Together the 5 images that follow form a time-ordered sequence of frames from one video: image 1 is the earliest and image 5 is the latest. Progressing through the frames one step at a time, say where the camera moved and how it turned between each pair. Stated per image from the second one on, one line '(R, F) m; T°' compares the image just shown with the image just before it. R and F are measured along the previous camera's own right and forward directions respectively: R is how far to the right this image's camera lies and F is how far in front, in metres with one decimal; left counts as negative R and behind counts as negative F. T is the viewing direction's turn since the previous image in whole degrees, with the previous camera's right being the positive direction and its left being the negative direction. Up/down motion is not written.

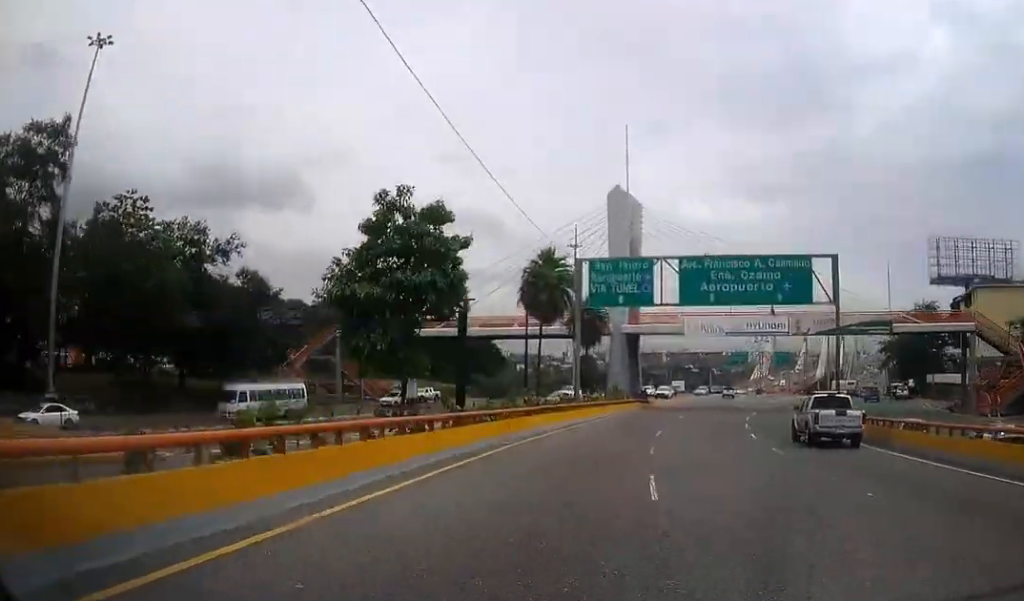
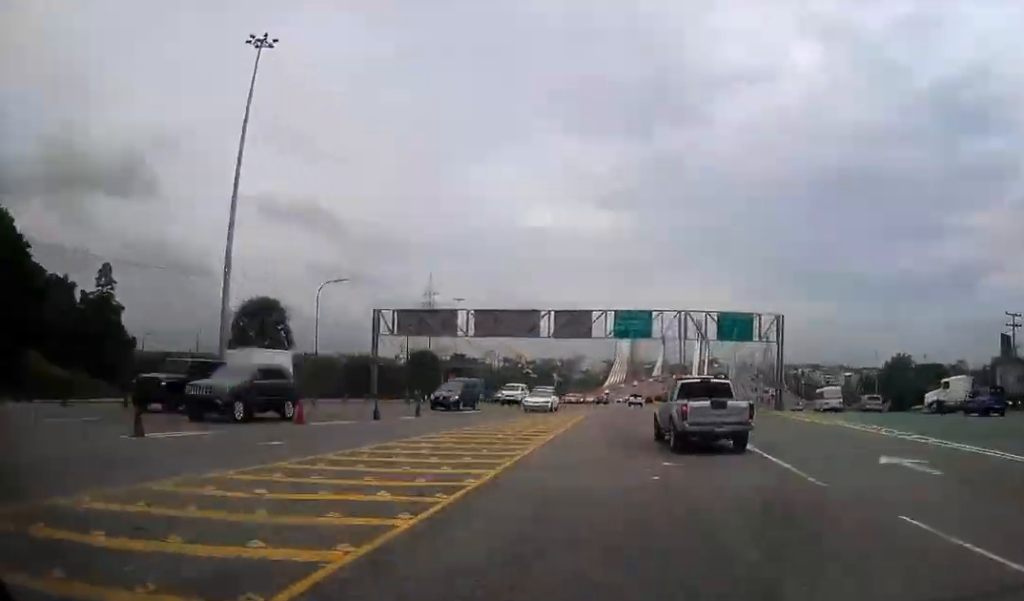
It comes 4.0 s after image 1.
(+9.9, +73.6) m; +12°
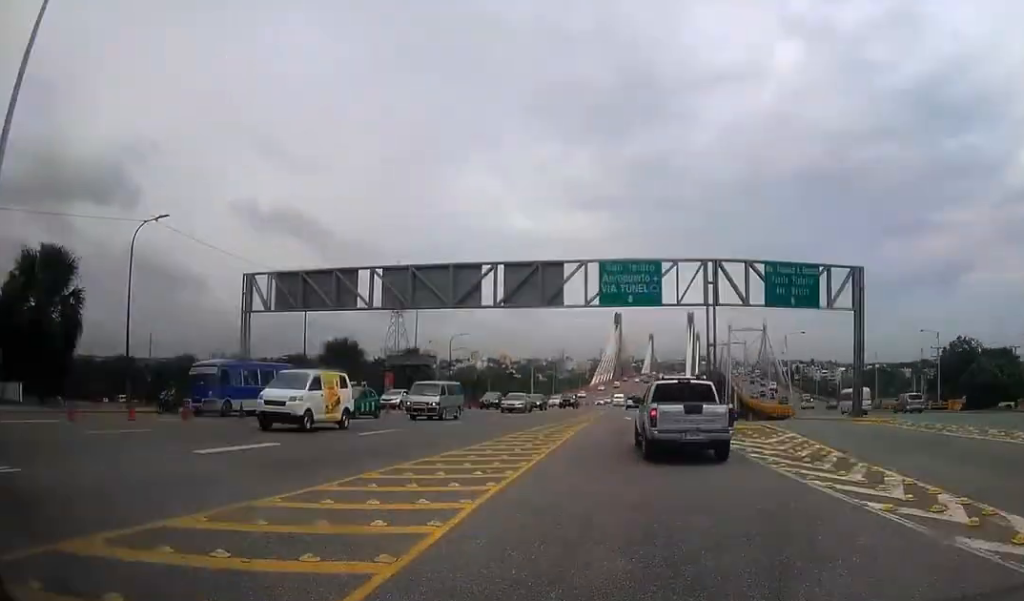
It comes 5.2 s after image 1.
(+0.5, +22.7) m; +1°
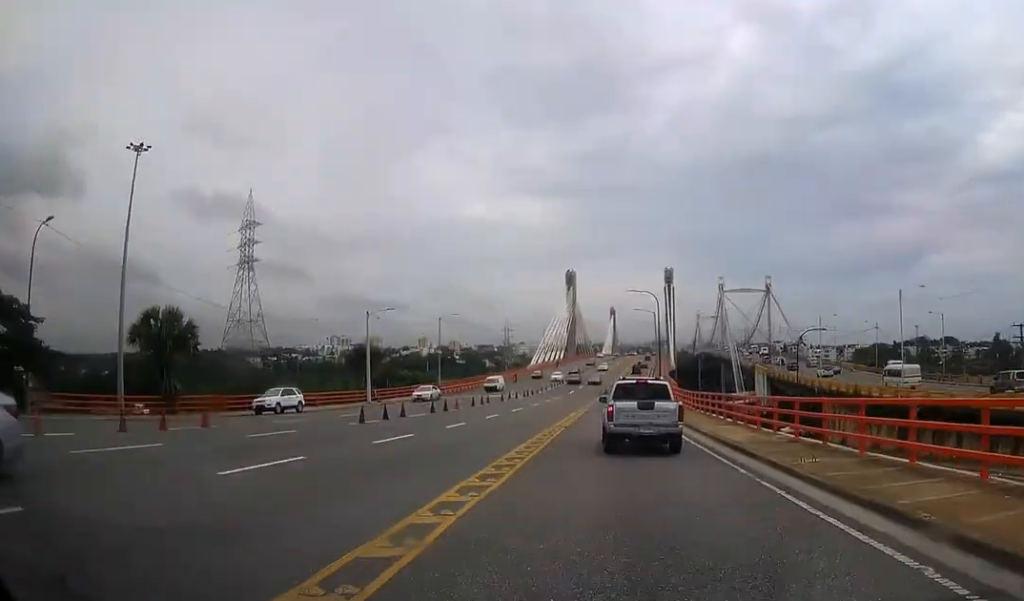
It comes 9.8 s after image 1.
(+2.7, +80.0) m; +3°
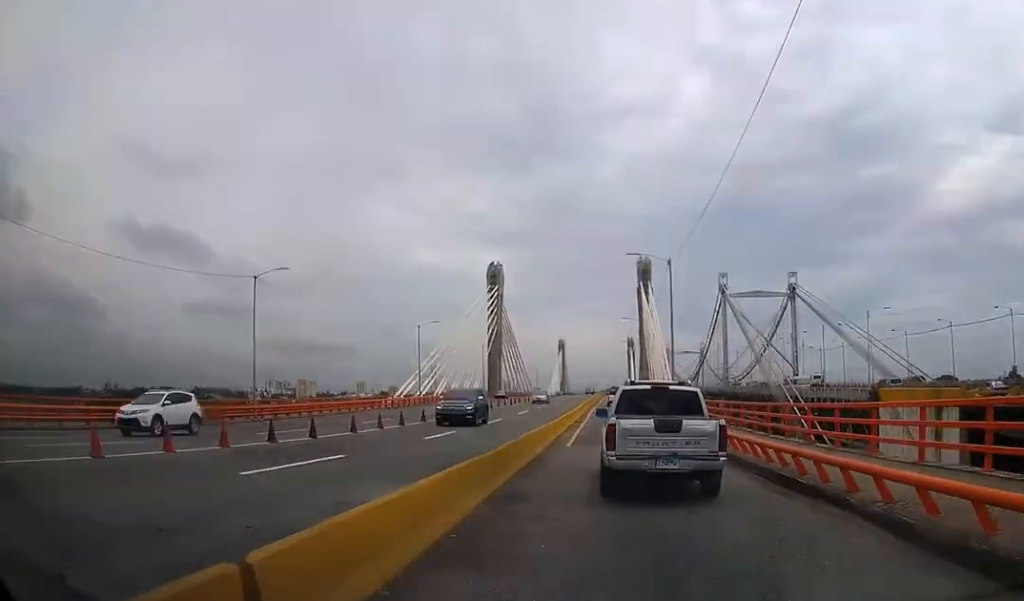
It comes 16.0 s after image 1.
(+3.0, +81.0) m; +6°
